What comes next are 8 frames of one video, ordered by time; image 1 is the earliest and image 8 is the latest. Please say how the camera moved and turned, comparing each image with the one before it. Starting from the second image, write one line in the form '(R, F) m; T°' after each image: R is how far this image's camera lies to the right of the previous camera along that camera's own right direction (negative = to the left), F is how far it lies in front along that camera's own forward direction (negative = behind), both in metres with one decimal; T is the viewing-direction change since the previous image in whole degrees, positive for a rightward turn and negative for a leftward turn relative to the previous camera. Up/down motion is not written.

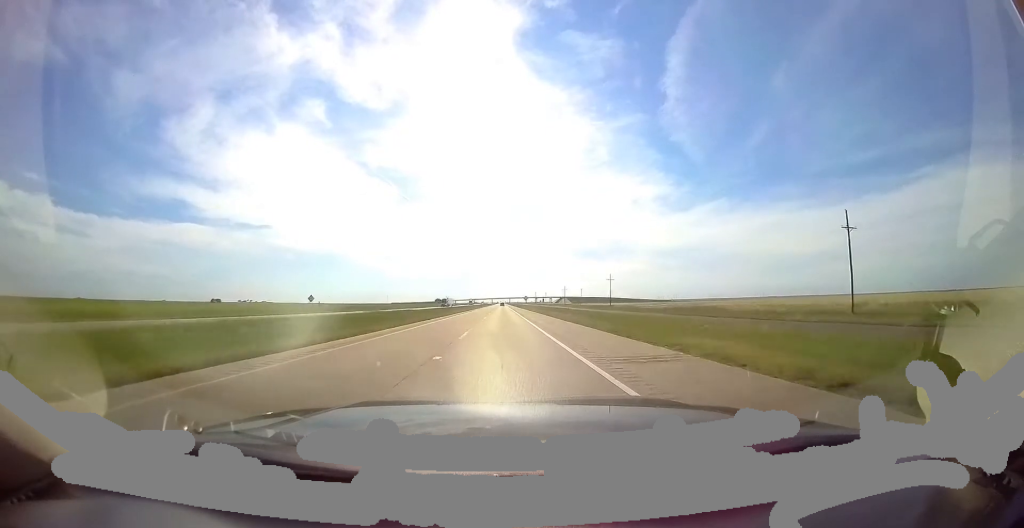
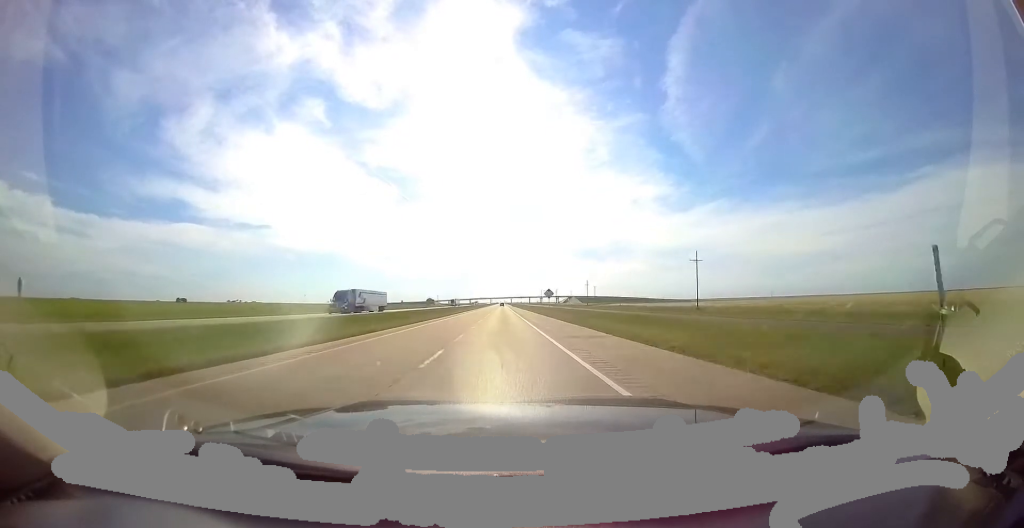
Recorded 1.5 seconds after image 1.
(-0.2, +55.0) m; -1°
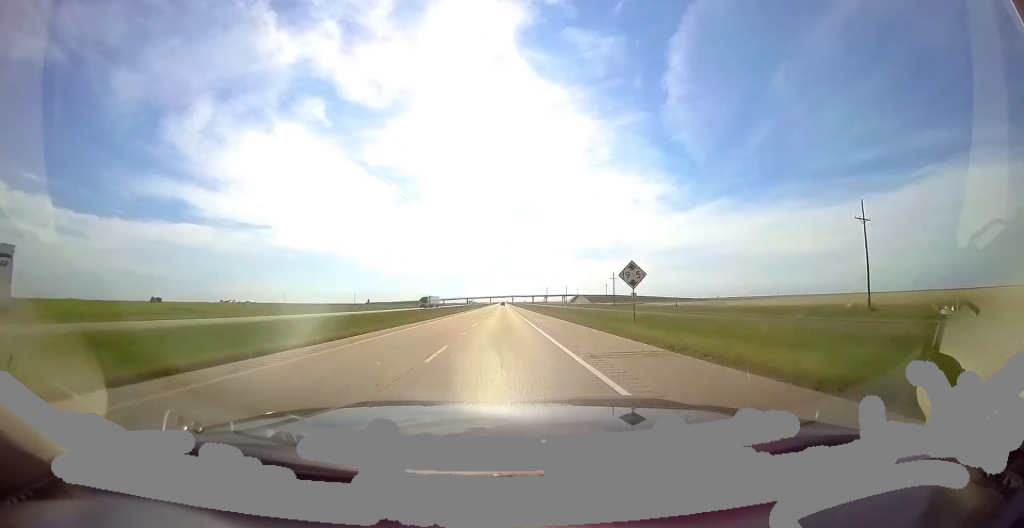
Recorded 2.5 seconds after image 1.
(+0.1, +35.9) m; 0°
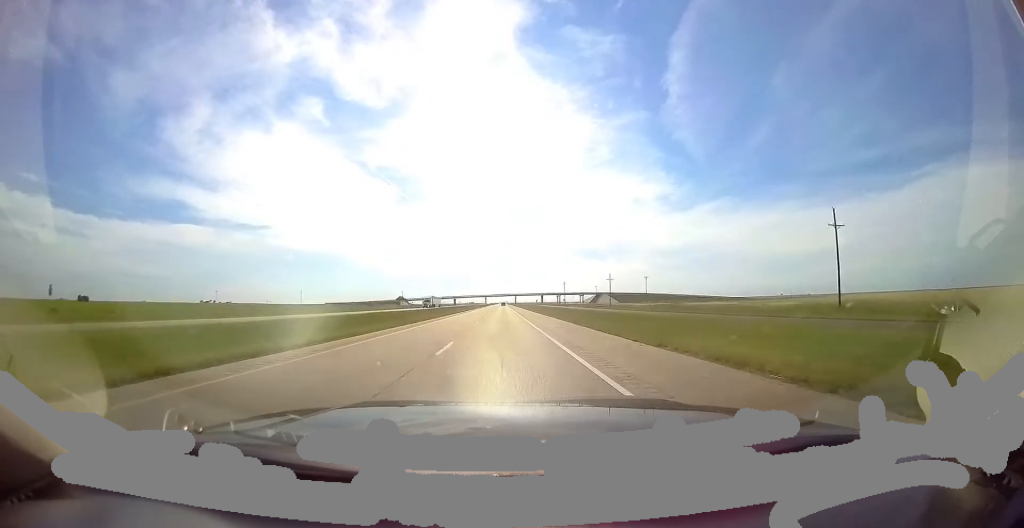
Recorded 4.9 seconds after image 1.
(-0.5, +83.6) m; 0°
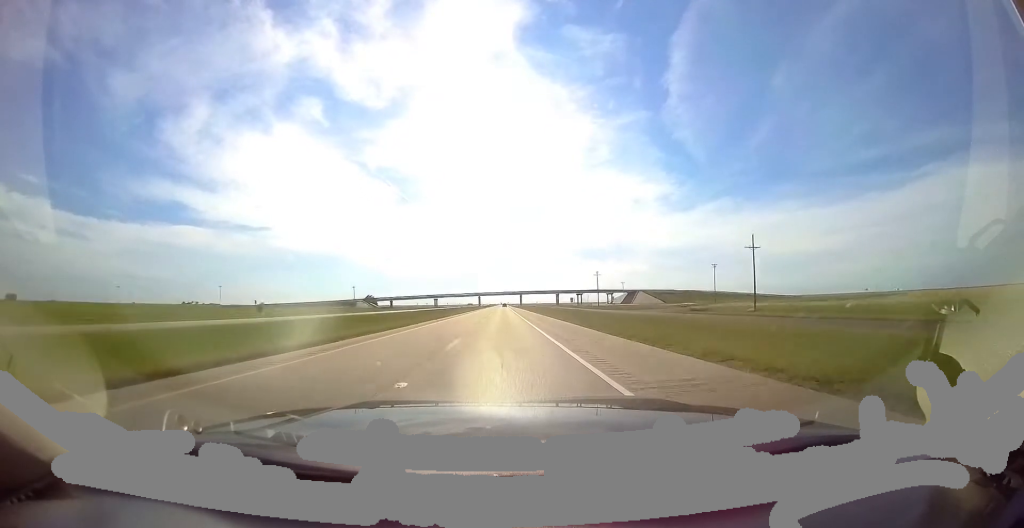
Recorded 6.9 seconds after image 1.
(+0.6, +71.7) m; 0°
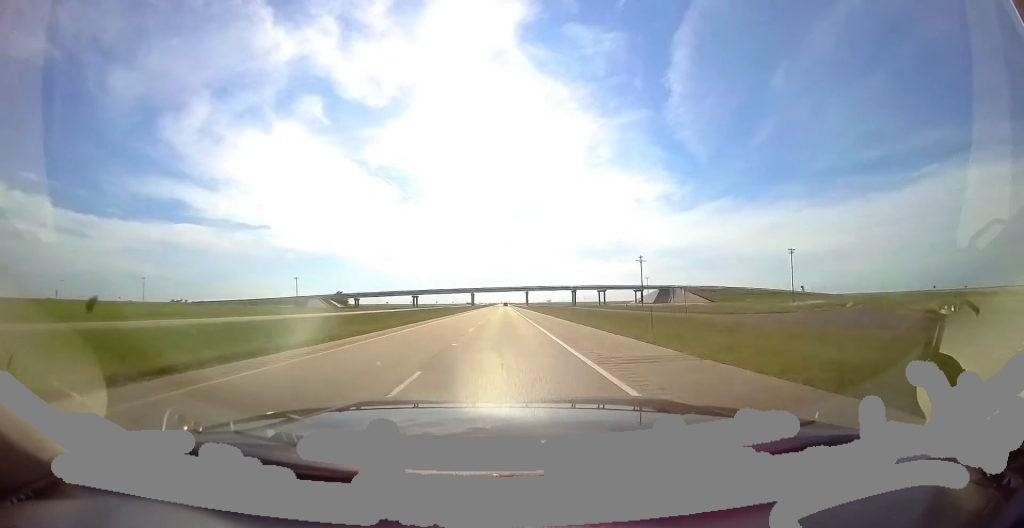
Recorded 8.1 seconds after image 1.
(-0.1, +43.0) m; -1°
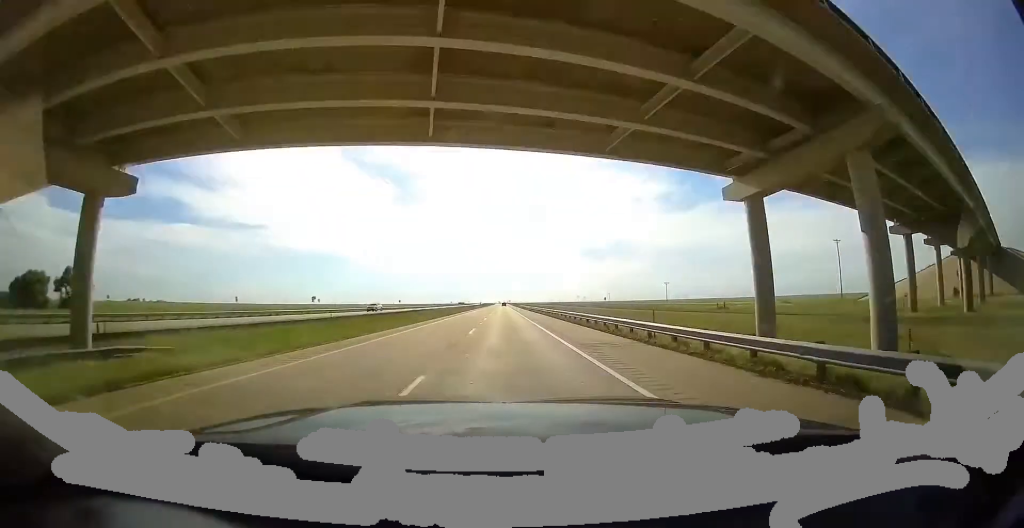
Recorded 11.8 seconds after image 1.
(+0.2, +133.6) m; +1°
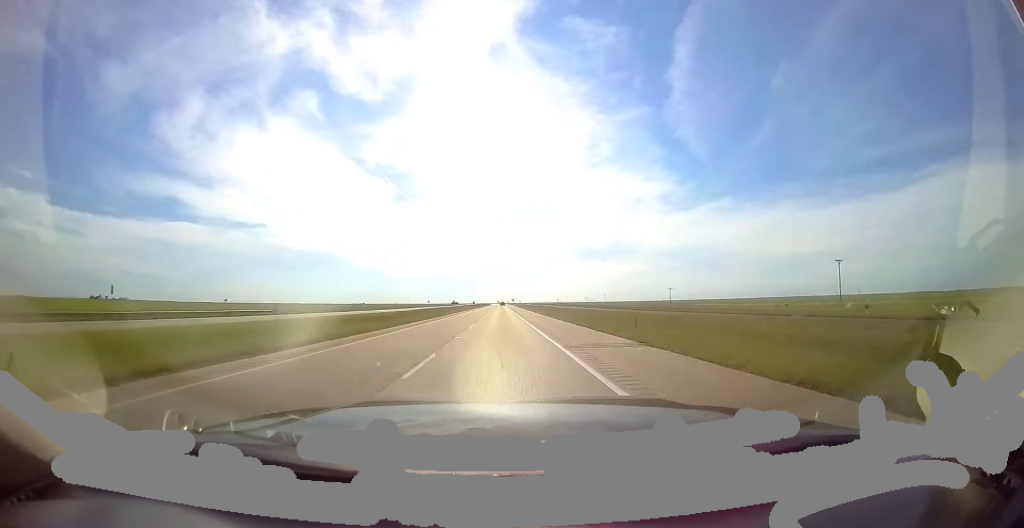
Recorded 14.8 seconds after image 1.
(+0.9, +106.8) m; 0°
